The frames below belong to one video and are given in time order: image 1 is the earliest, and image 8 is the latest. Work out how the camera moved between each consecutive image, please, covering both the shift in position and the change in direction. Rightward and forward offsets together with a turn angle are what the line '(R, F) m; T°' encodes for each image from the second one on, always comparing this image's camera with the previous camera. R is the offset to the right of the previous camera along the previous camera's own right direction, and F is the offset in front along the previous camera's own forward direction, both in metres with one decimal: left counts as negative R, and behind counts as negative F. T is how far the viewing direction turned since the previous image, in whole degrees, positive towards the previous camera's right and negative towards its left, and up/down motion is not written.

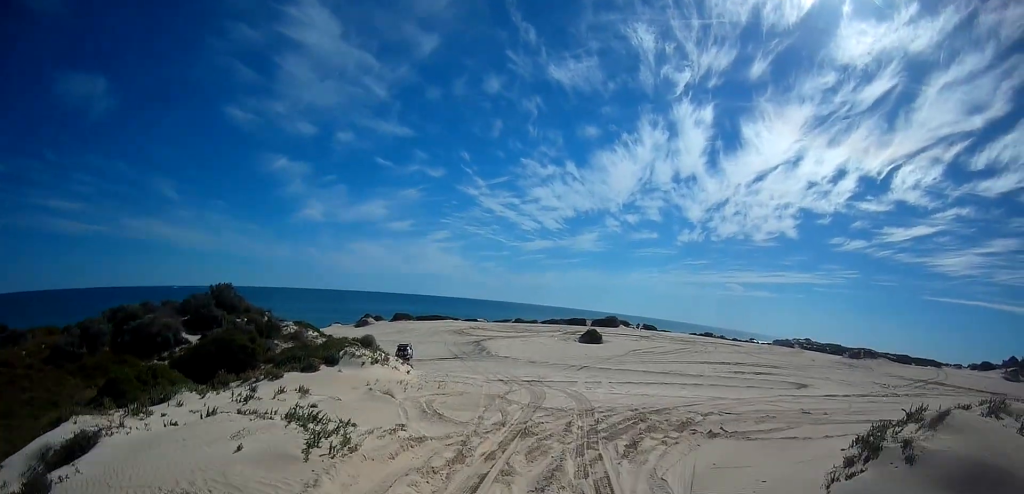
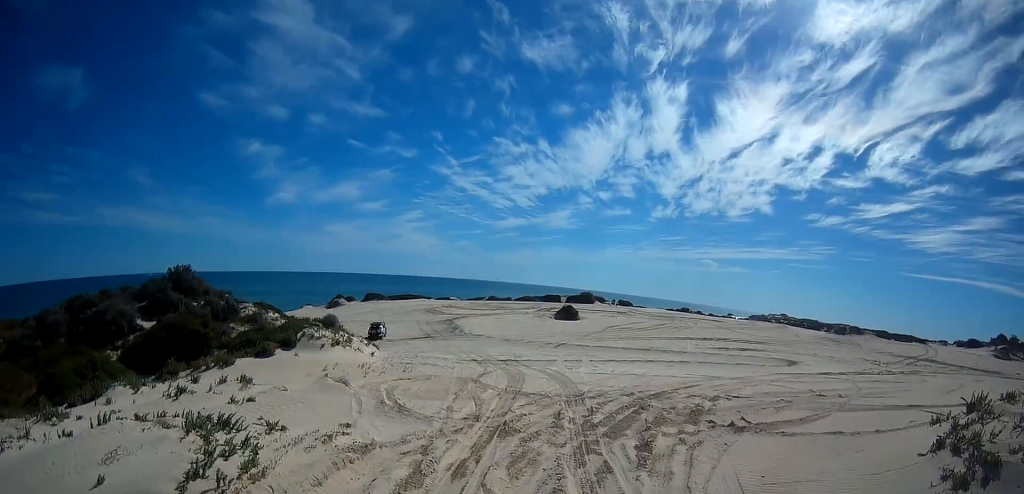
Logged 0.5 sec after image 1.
(+0.1, +2.6) m; +3°
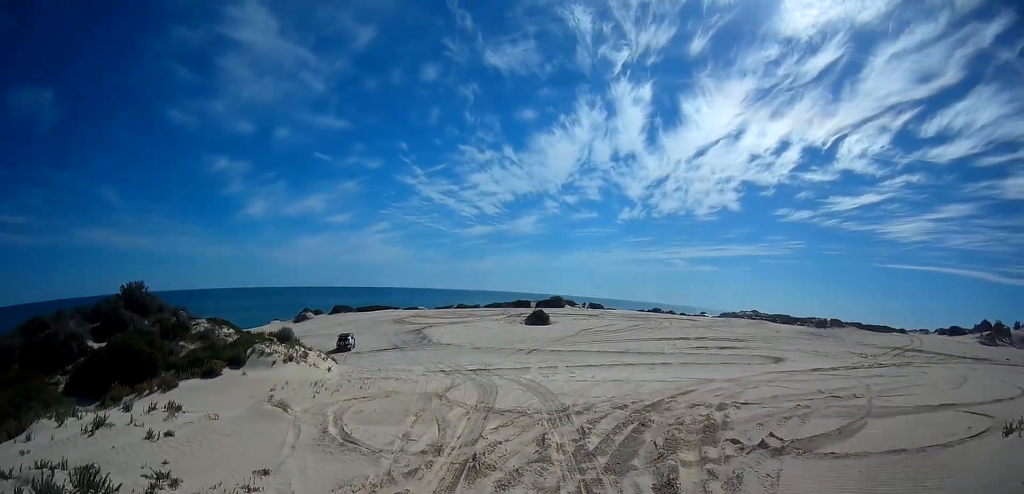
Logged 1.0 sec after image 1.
(-0.1, +2.4) m; +2°
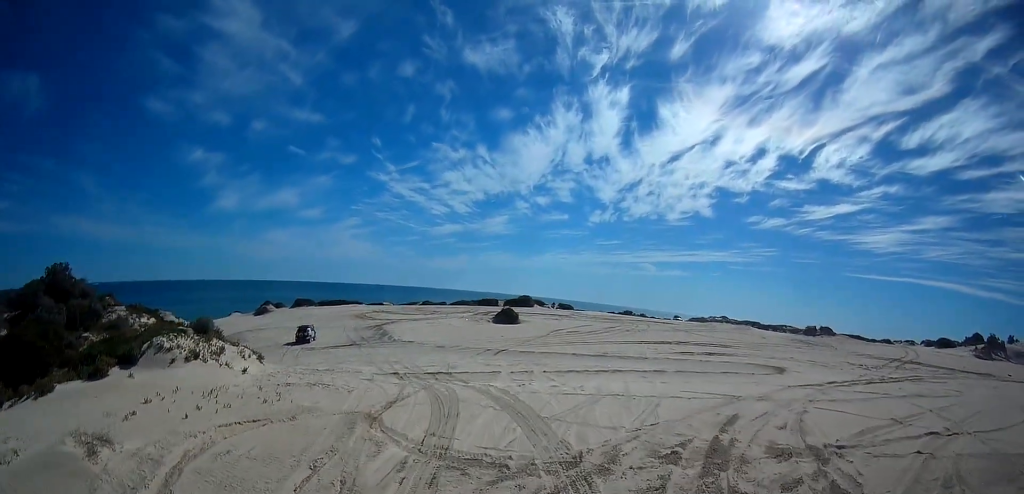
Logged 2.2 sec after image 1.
(+0.4, +5.3) m; +1°
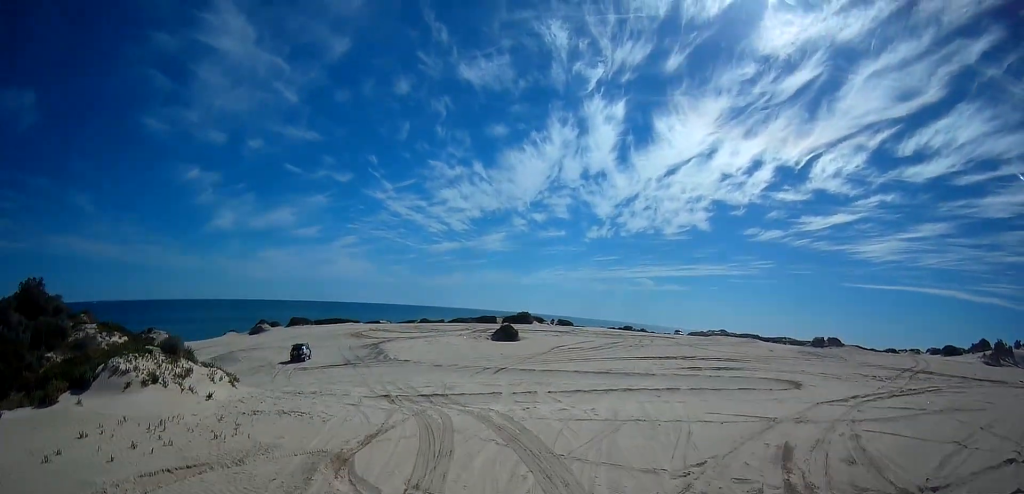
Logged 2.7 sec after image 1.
(-0.1, +2.4) m; 0°
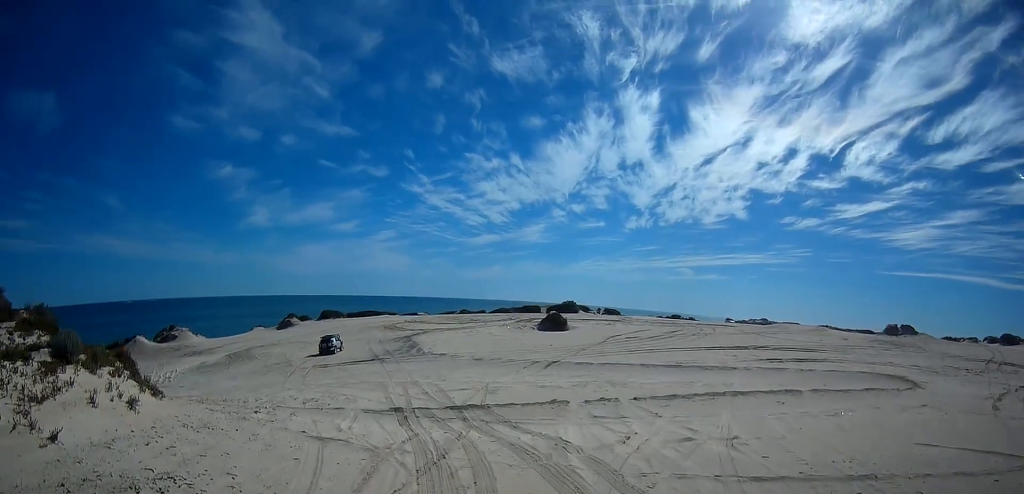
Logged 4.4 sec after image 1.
(+0.1, +8.2) m; 0°
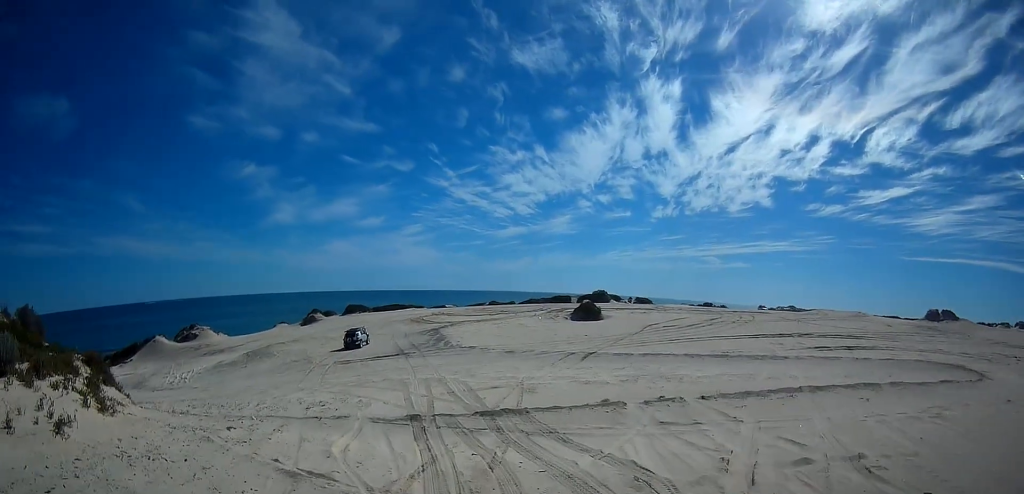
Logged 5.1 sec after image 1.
(-0.3, +3.1) m; -1°
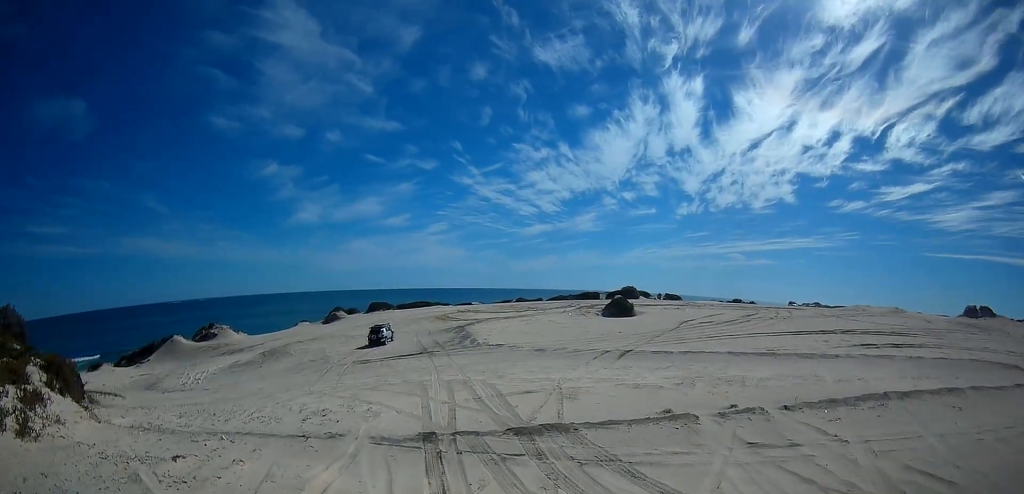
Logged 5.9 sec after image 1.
(+0.2, +3.0) m; -4°
